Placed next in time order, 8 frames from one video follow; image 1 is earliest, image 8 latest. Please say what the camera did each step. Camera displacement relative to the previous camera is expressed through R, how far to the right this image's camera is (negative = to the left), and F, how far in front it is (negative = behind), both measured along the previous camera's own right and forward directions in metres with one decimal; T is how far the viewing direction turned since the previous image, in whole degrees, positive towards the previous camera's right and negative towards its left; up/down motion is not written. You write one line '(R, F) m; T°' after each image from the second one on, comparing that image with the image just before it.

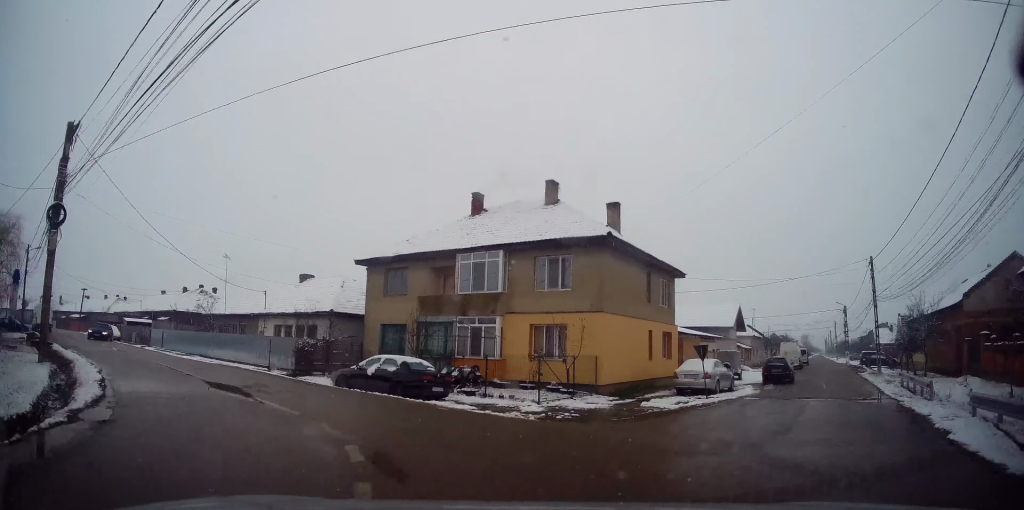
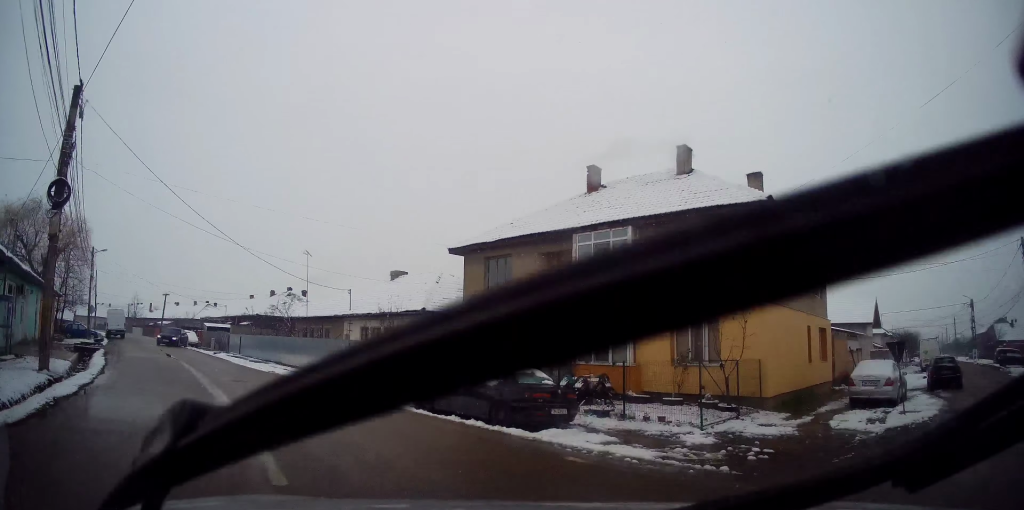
(+0.1, +5.1) m; -12°
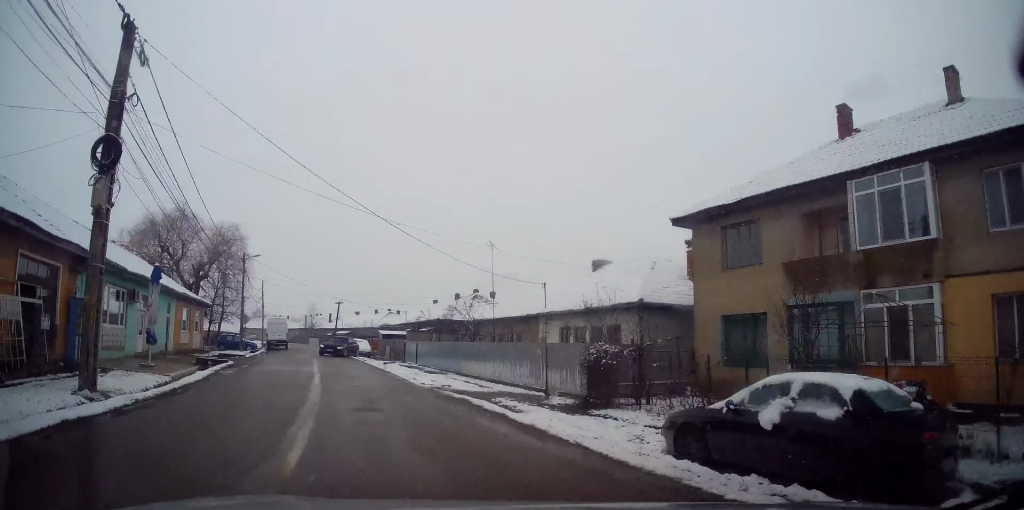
(-1.2, +5.6) m; -16°
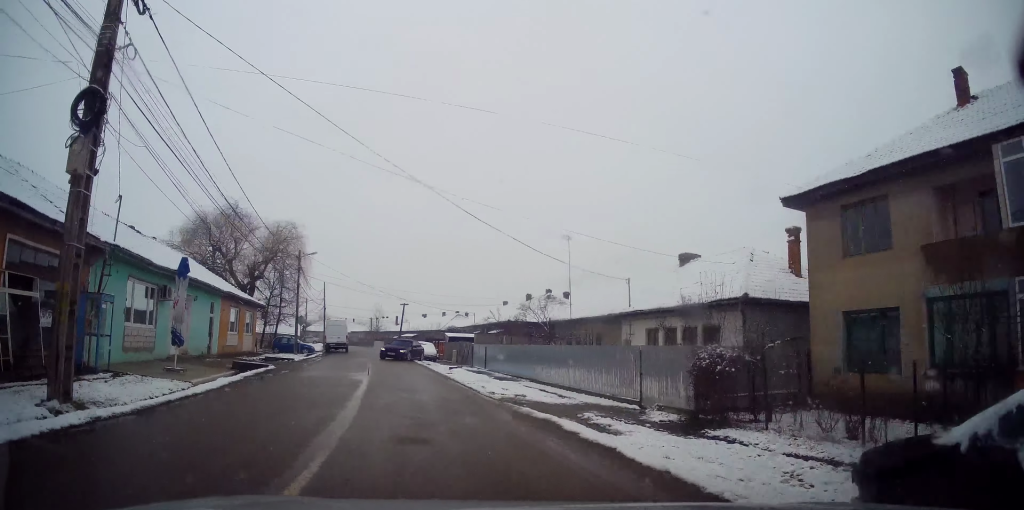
(-0.2, +2.9) m; -5°
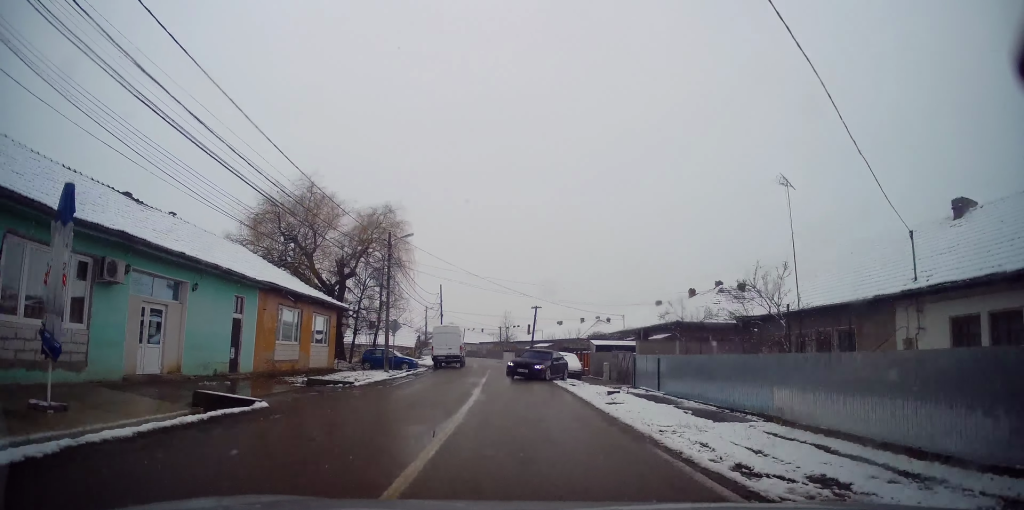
(-1.6, +11.1) m; -16°
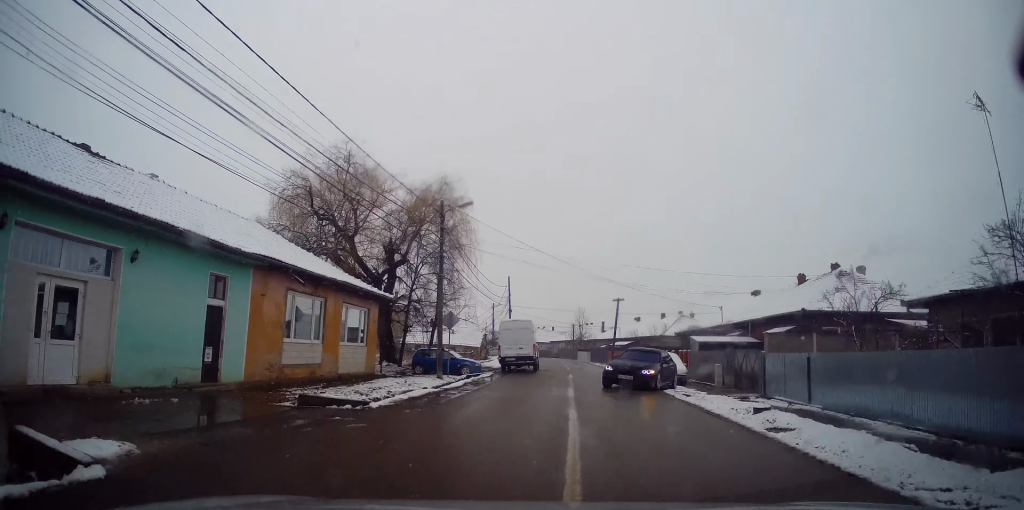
(-0.5, +6.3) m; -4°
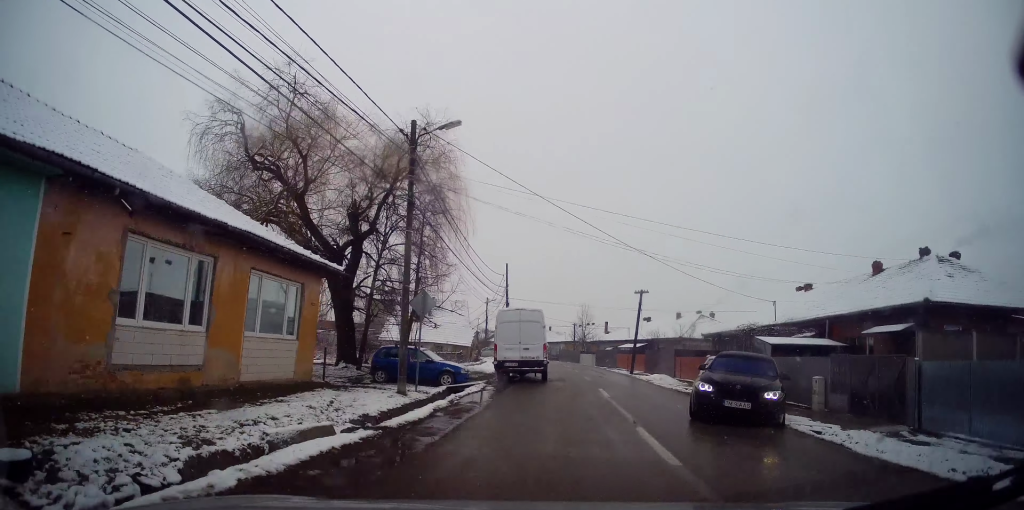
(-0.2, +8.3) m; +3°
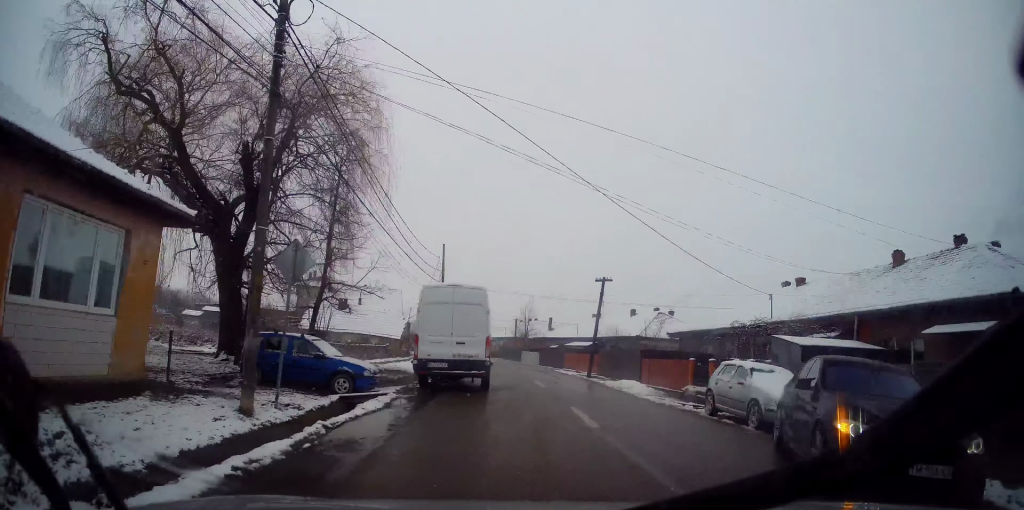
(+0.2, +6.5) m; +6°
